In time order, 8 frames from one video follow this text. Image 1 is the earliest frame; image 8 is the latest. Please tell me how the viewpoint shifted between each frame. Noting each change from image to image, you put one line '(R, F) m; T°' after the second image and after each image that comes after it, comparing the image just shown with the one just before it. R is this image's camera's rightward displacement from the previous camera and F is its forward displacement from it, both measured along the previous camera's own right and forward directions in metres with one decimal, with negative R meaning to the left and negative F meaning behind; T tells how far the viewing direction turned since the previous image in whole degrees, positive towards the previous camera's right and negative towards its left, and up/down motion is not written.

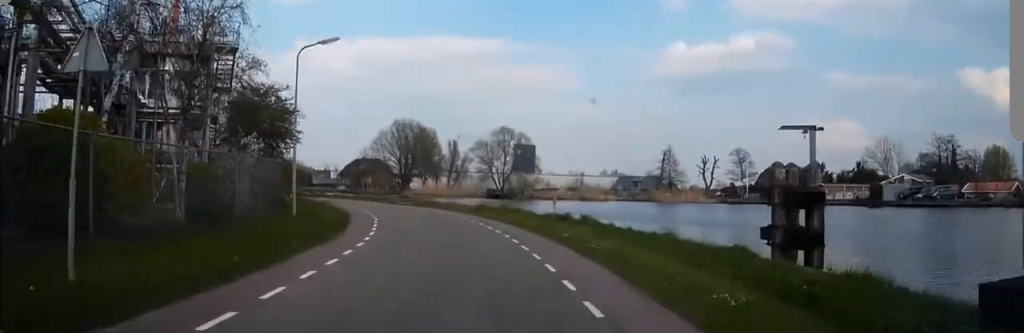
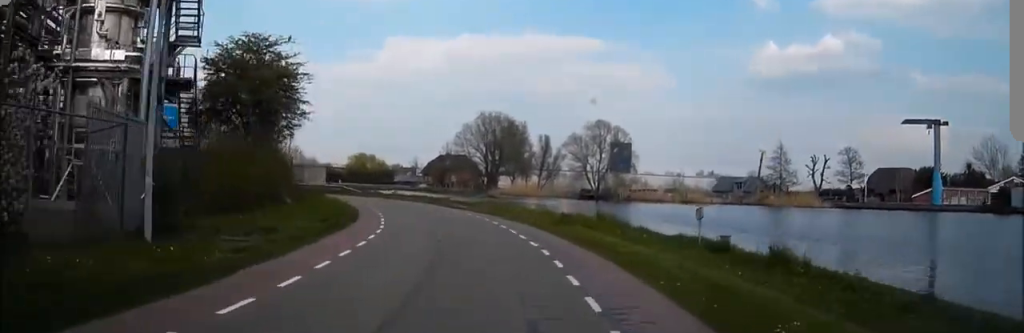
(-0.7, +13.1) m; -9°
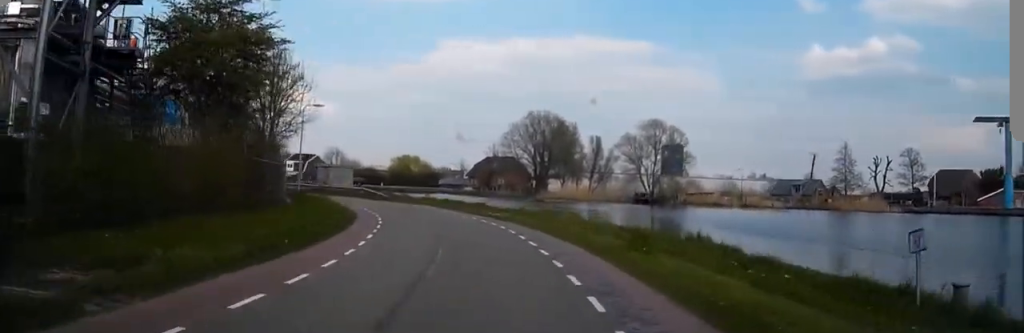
(-0.5, +7.7) m; -4°
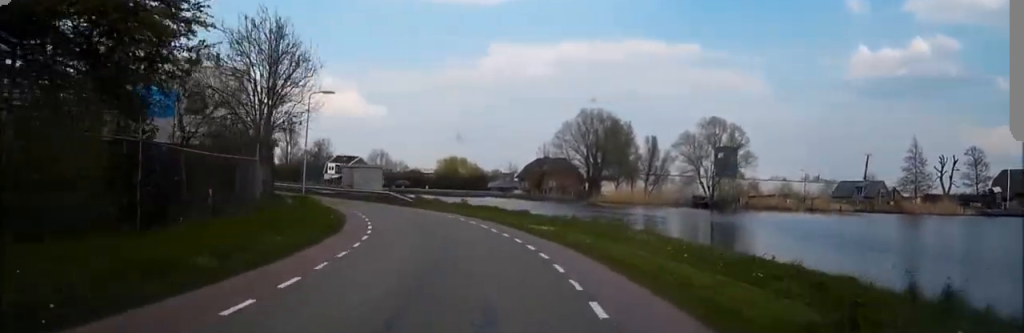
(-0.2, +7.9) m; -4°
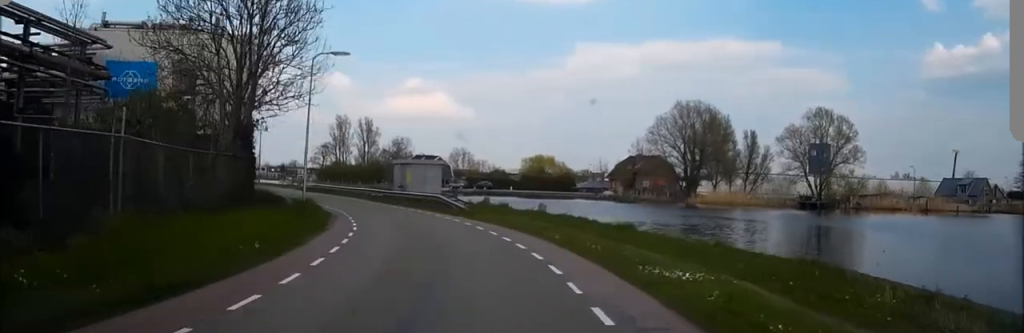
(-0.5, +11.7) m; -6°
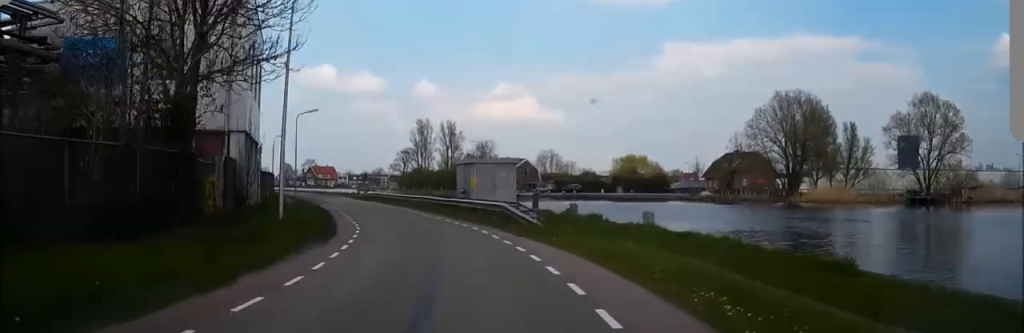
(-0.5, +9.8) m; -6°
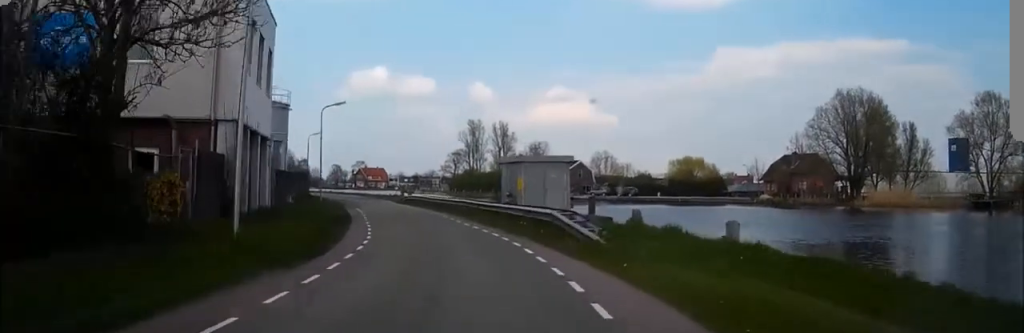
(0.0, +5.2) m; -4°
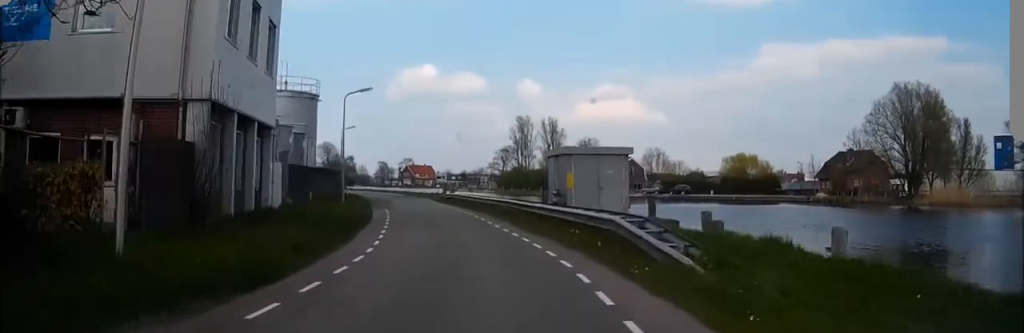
(-0.3, +4.9) m; -3°
